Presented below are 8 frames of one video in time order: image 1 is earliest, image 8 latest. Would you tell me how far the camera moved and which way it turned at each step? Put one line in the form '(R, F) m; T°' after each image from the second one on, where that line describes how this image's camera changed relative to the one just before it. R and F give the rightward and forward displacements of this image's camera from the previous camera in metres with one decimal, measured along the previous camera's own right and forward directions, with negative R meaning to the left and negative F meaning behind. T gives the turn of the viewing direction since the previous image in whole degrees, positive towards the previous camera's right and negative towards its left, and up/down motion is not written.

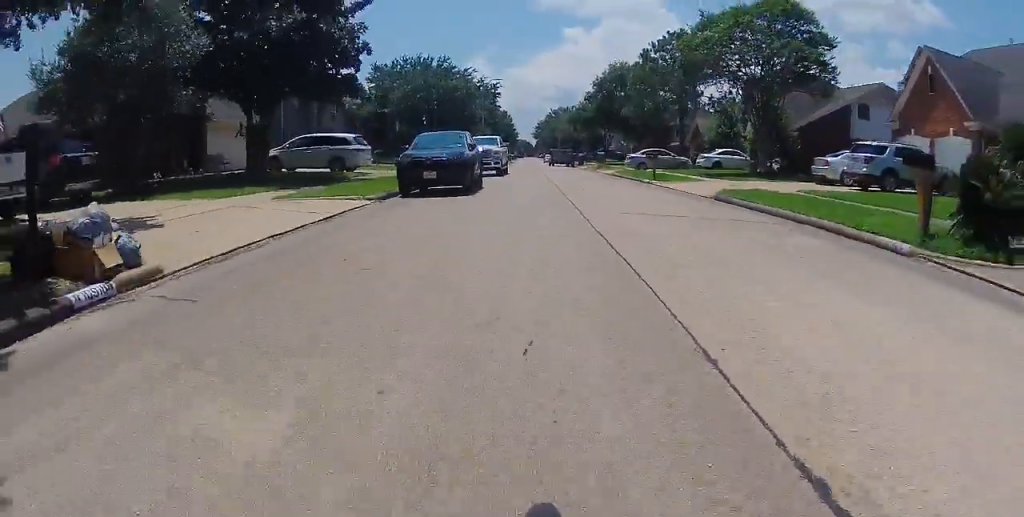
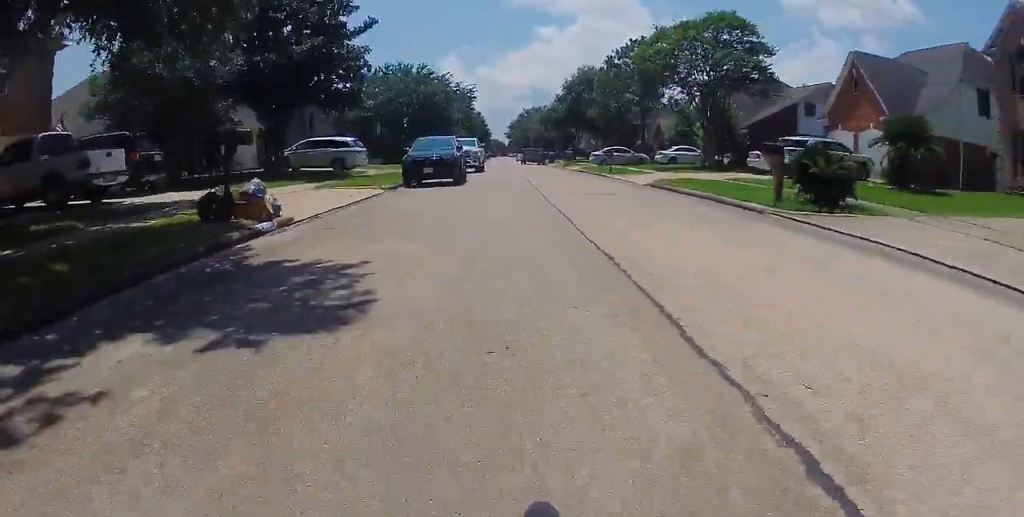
(-0.3, +4.3) m; -1°
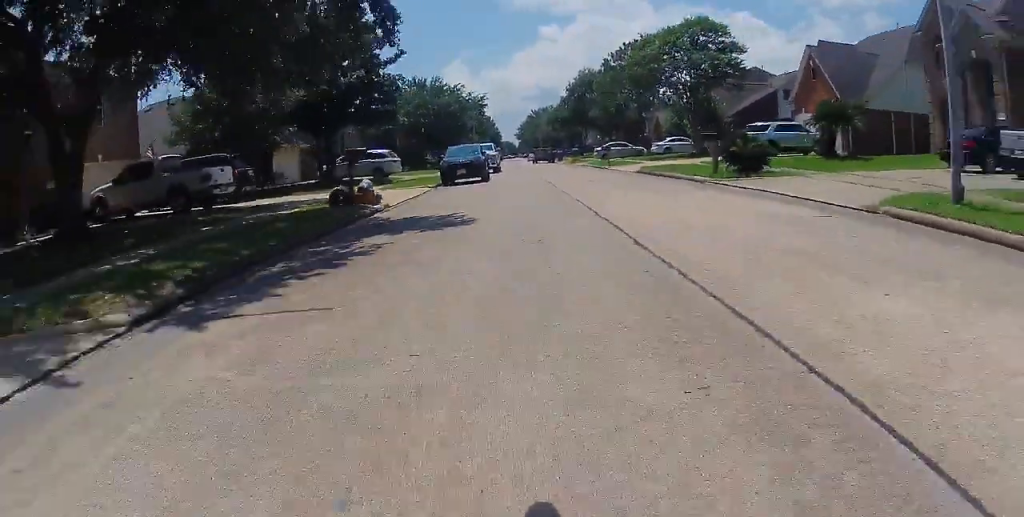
(+0.3, +5.2) m; +3°
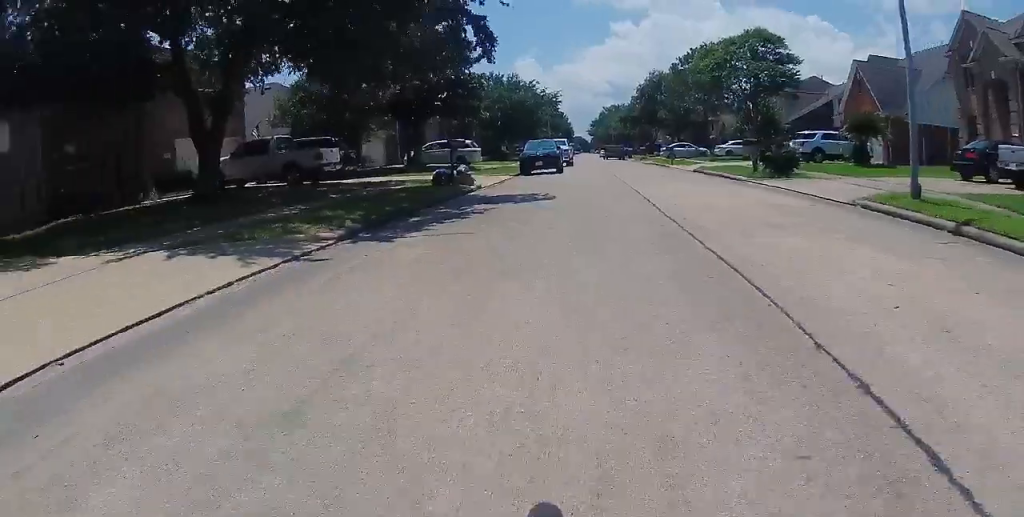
(0.0, +3.0) m; 0°
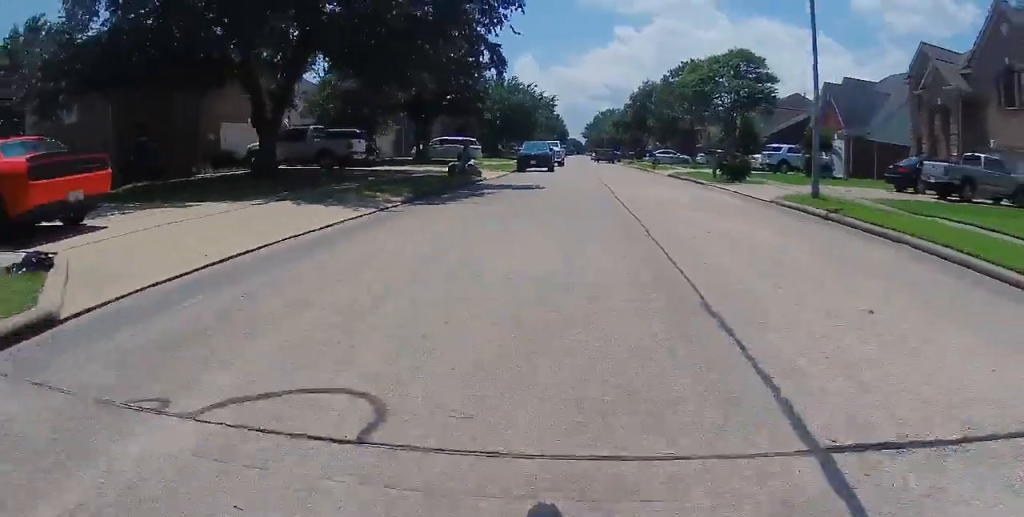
(0.0, +4.0) m; 0°
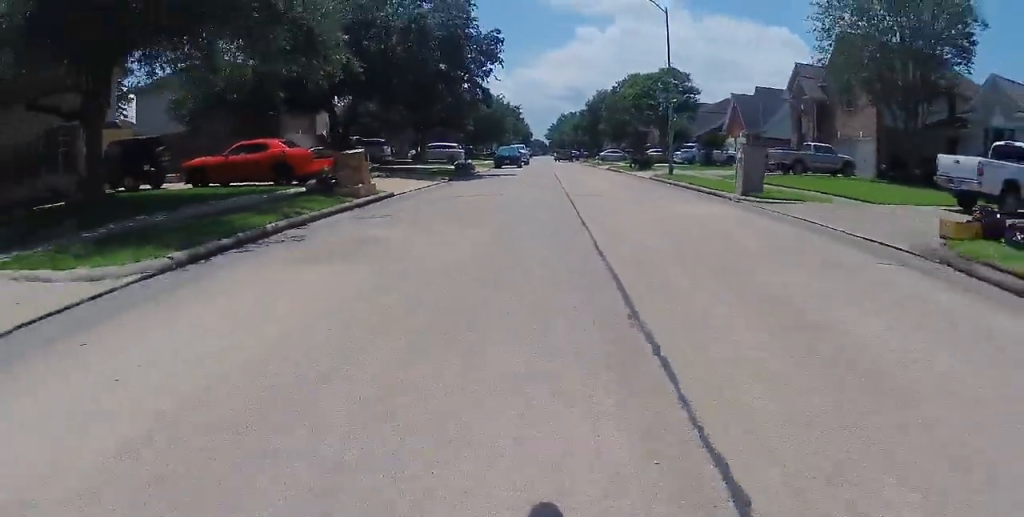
(0.0, +11.4) m; 0°
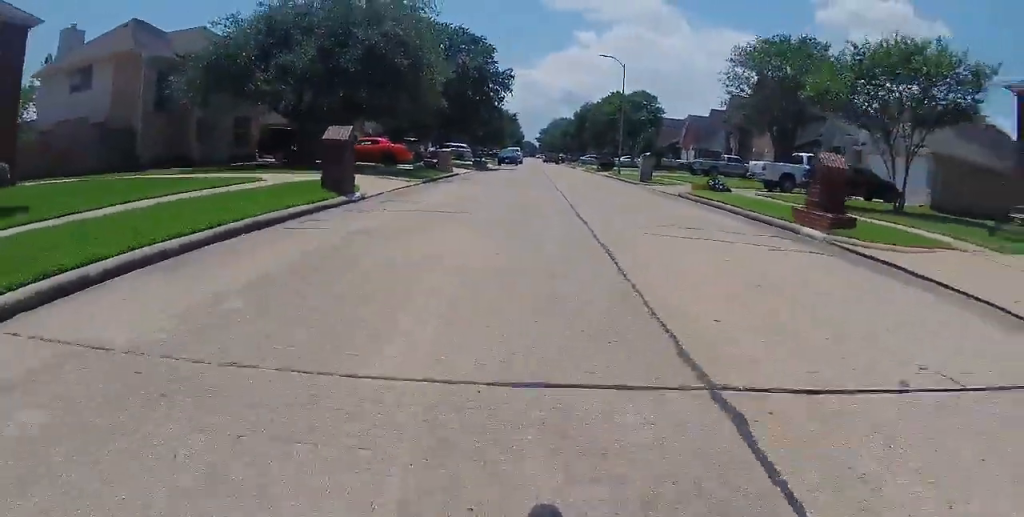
(-0.8, +13.3) m; -2°
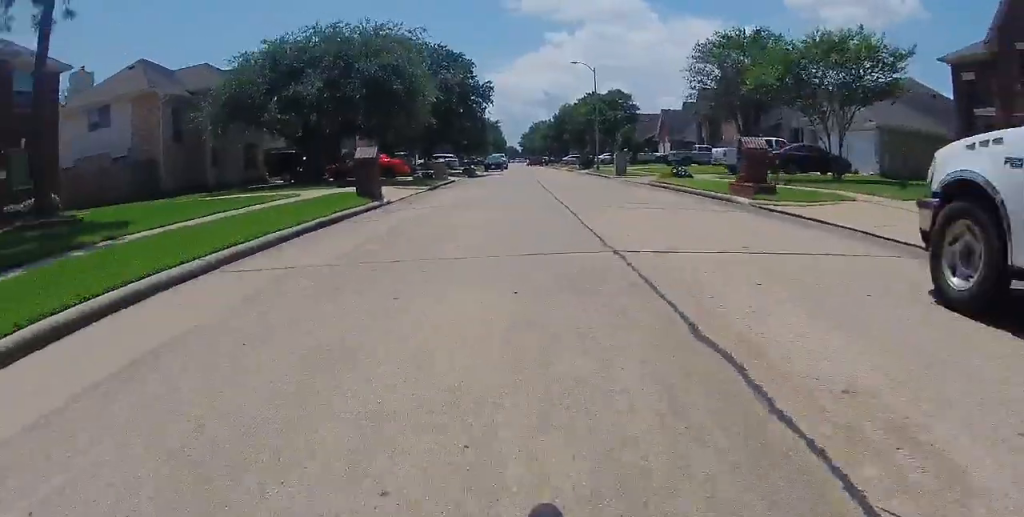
(+0.1, +3.2) m; +3°
